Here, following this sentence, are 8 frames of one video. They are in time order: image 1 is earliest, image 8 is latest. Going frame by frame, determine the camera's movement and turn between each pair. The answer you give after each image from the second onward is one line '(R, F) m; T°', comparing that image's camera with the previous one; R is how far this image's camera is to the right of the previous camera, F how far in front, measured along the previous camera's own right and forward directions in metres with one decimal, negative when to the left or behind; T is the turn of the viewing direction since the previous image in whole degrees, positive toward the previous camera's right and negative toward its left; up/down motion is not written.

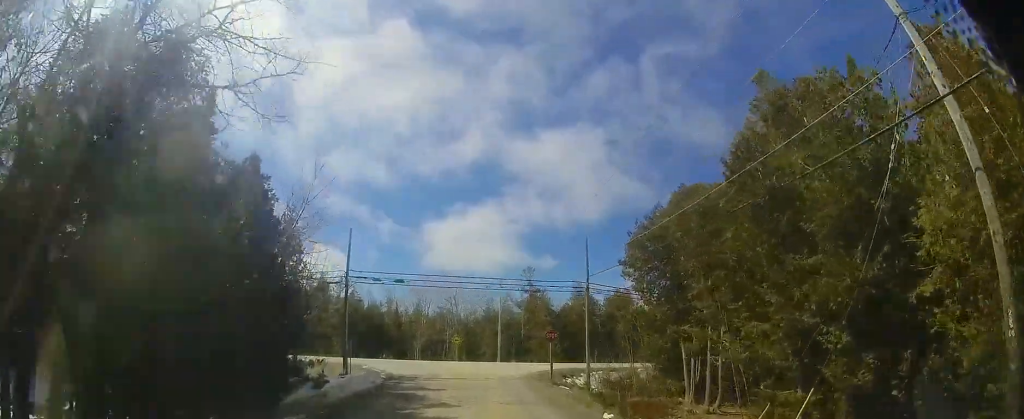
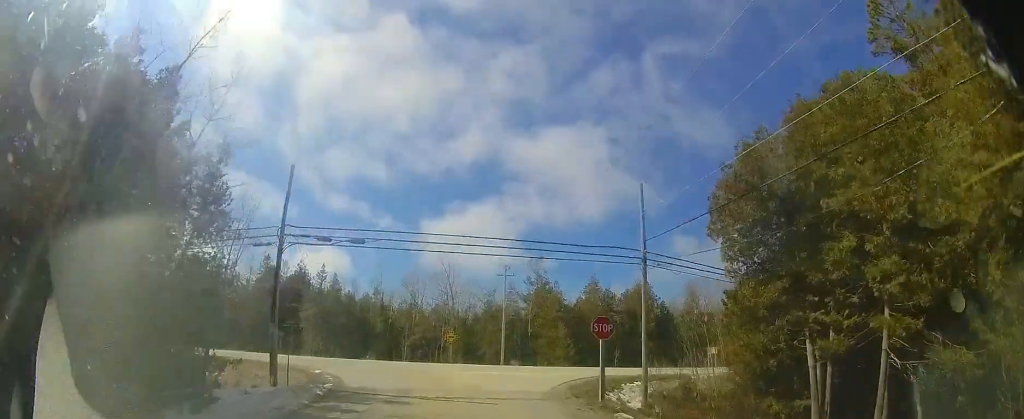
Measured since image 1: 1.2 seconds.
(0.0, +7.7) m; +3°
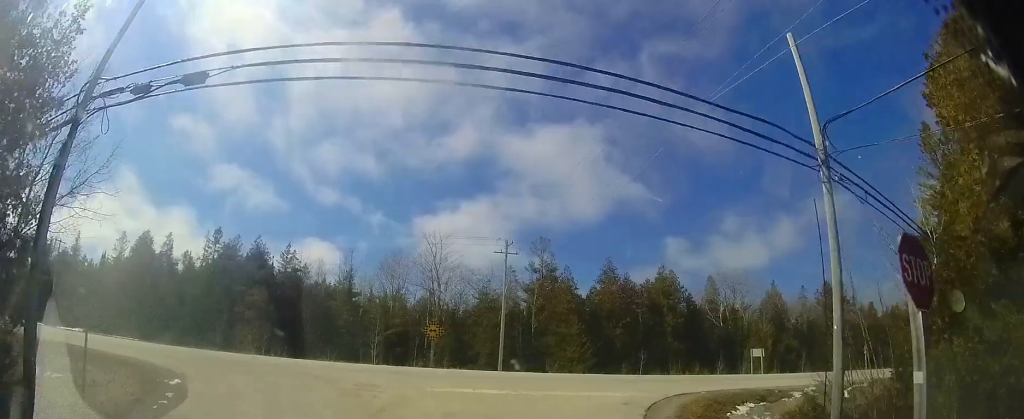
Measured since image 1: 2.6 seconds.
(+0.4, +9.0) m; +3°
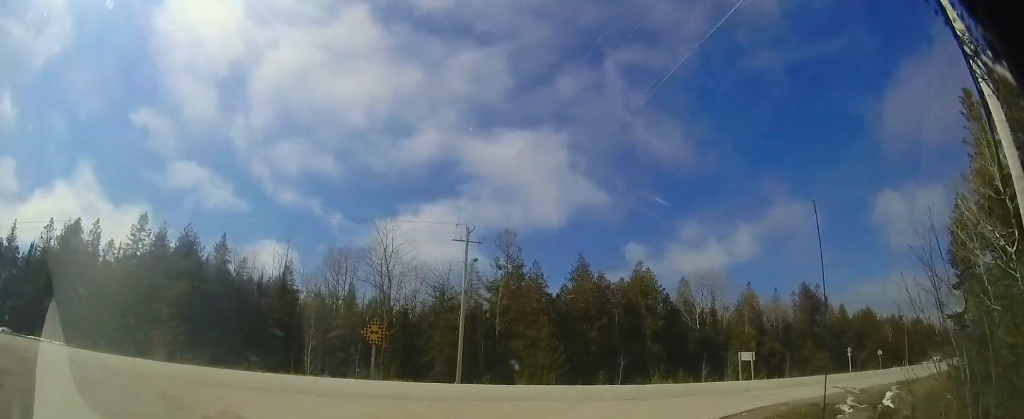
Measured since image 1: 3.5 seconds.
(0.0, +4.7) m; +9°
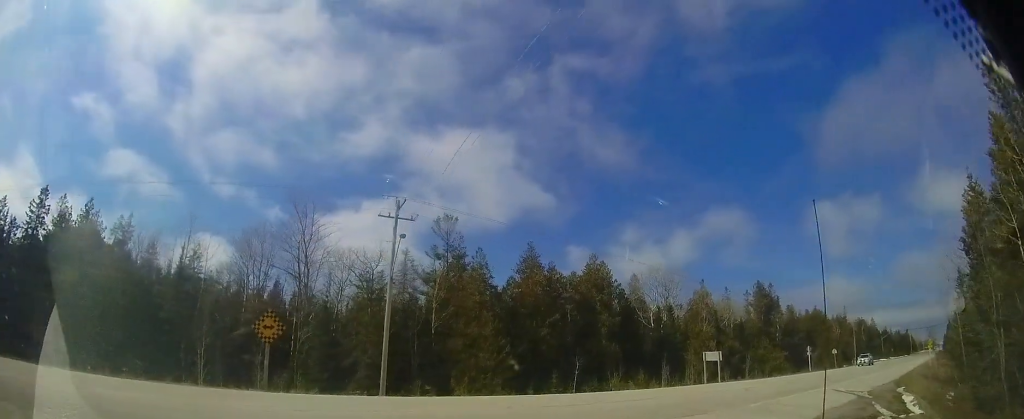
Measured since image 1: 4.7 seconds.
(+1.2, +4.7) m; +36°
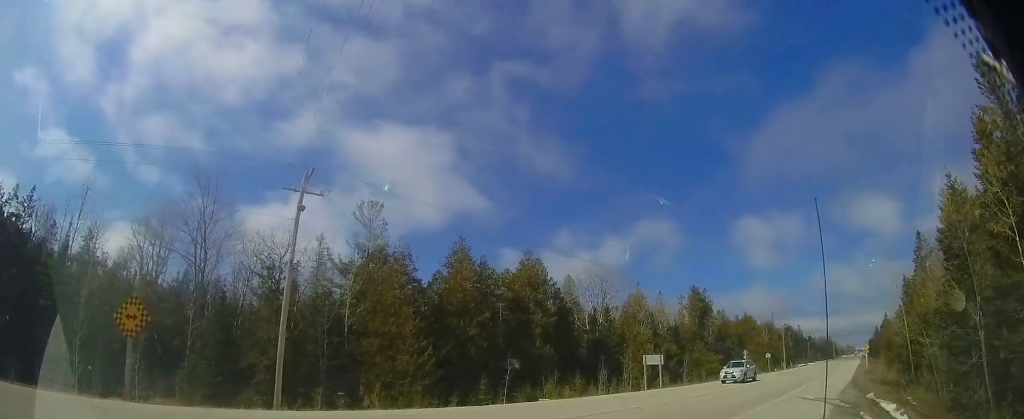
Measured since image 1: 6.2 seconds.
(+1.3, +4.3) m; +22°
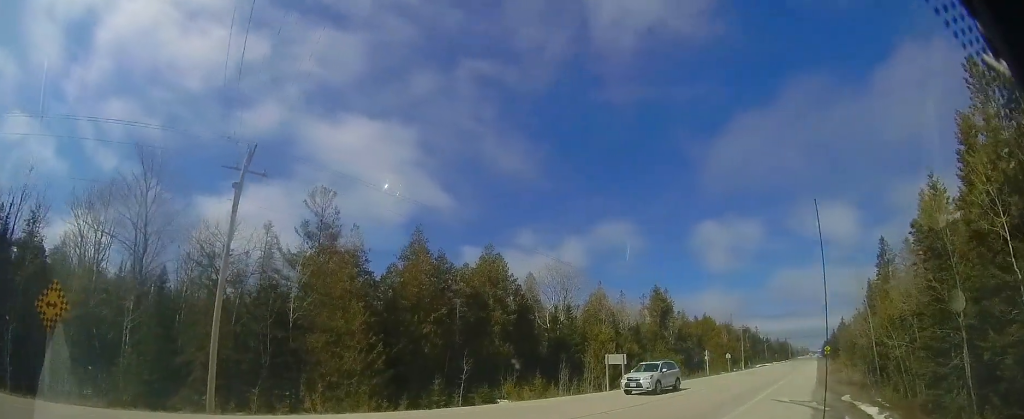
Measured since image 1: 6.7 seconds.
(0.0, +1.8) m; 0°
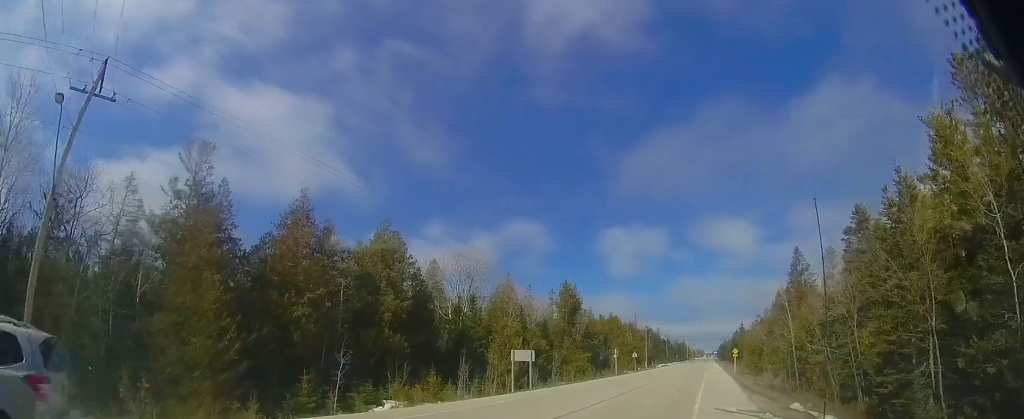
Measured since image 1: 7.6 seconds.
(0.0, +4.1) m; 0°
